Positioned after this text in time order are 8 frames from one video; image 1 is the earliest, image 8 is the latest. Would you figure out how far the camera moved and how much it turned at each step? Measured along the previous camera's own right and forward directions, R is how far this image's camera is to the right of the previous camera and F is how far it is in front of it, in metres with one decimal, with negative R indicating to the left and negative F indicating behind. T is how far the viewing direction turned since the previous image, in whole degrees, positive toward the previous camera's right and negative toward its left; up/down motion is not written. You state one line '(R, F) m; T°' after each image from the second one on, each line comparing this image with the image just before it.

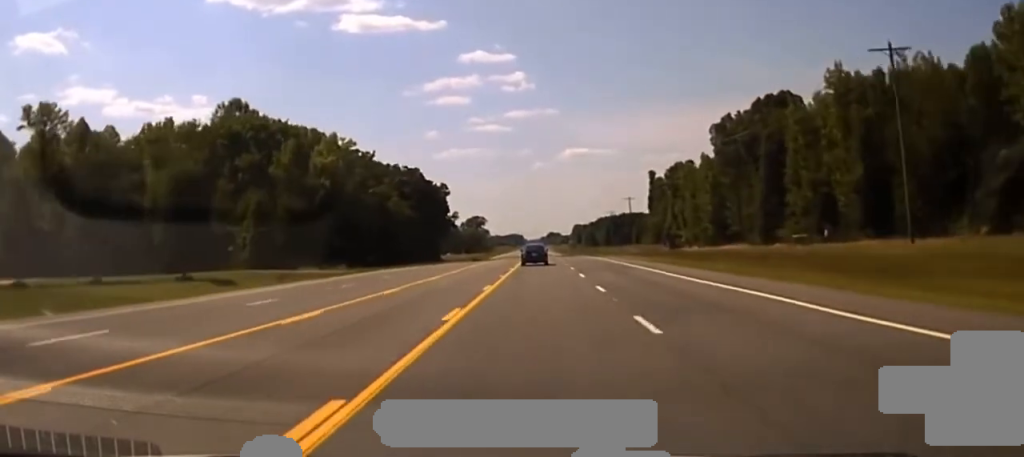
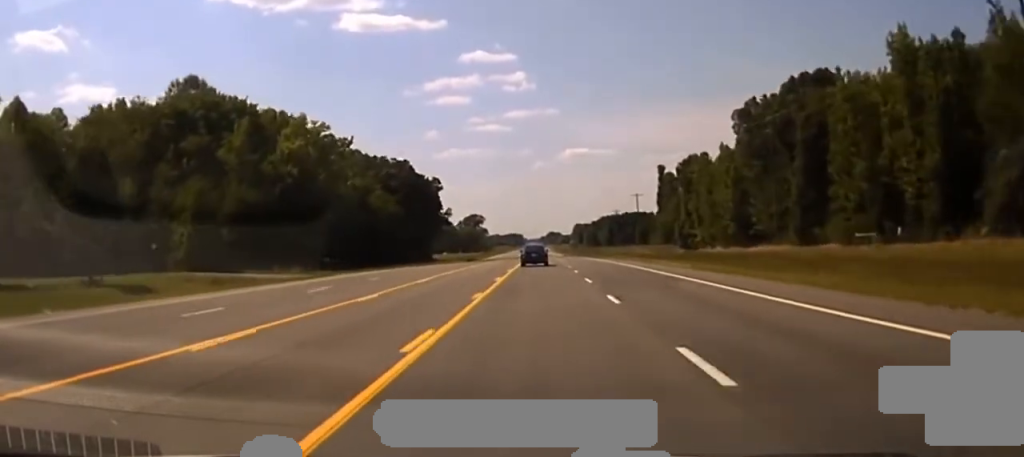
(0.0, +17.6) m; 0°
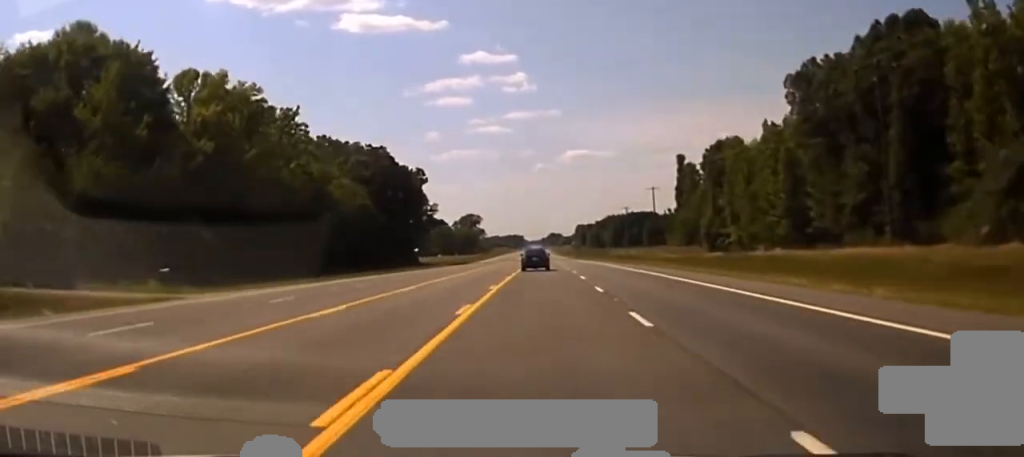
(+0.1, +31.5) m; 0°
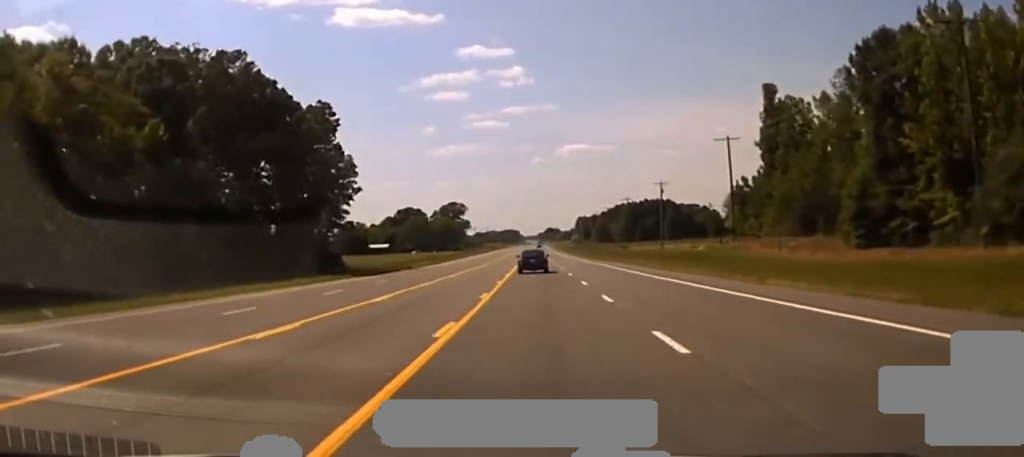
(+0.2, +86.5) m; 0°
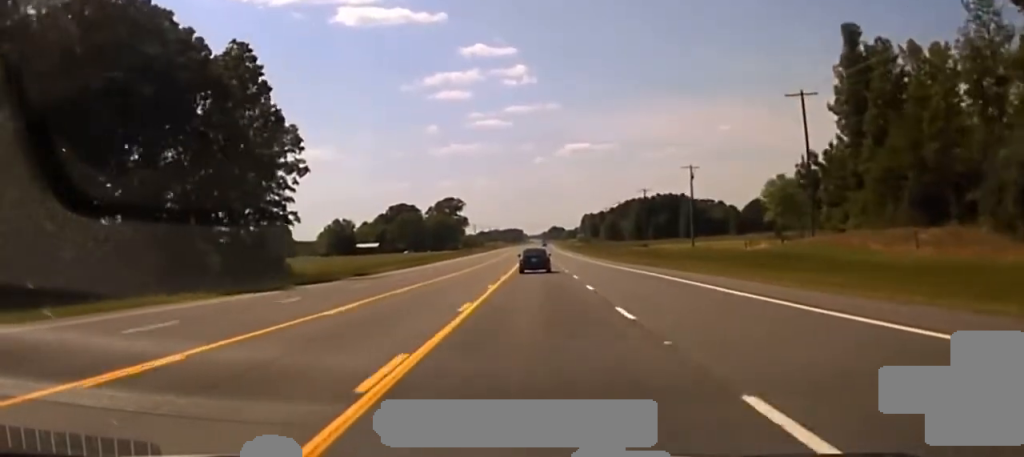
(+0.1, +31.0) m; 0°
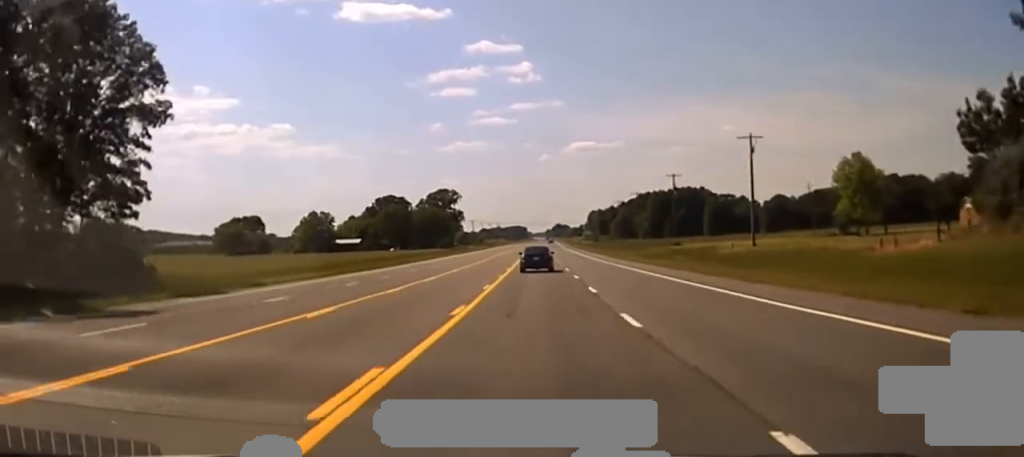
(-0.3, +36.0) m; 0°
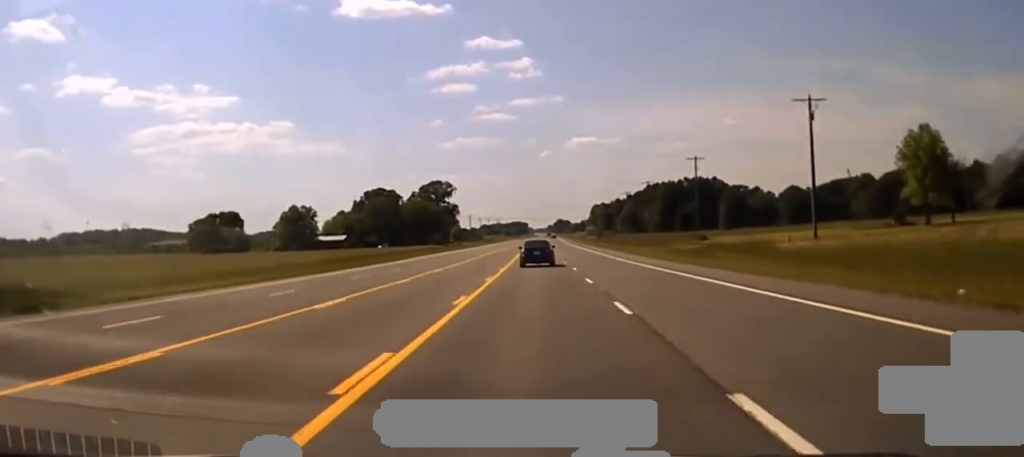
(+0.1, +20.6) m; 0°
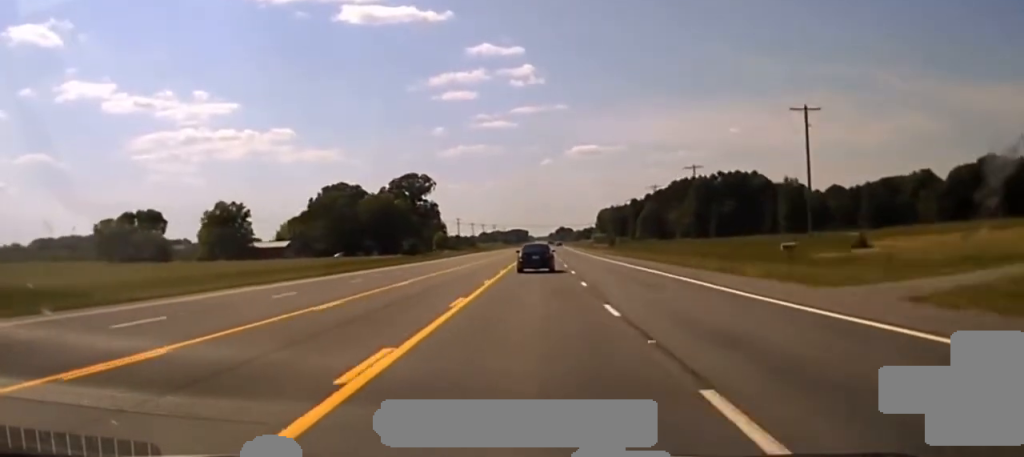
(-0.1, +55.5) m; 0°
